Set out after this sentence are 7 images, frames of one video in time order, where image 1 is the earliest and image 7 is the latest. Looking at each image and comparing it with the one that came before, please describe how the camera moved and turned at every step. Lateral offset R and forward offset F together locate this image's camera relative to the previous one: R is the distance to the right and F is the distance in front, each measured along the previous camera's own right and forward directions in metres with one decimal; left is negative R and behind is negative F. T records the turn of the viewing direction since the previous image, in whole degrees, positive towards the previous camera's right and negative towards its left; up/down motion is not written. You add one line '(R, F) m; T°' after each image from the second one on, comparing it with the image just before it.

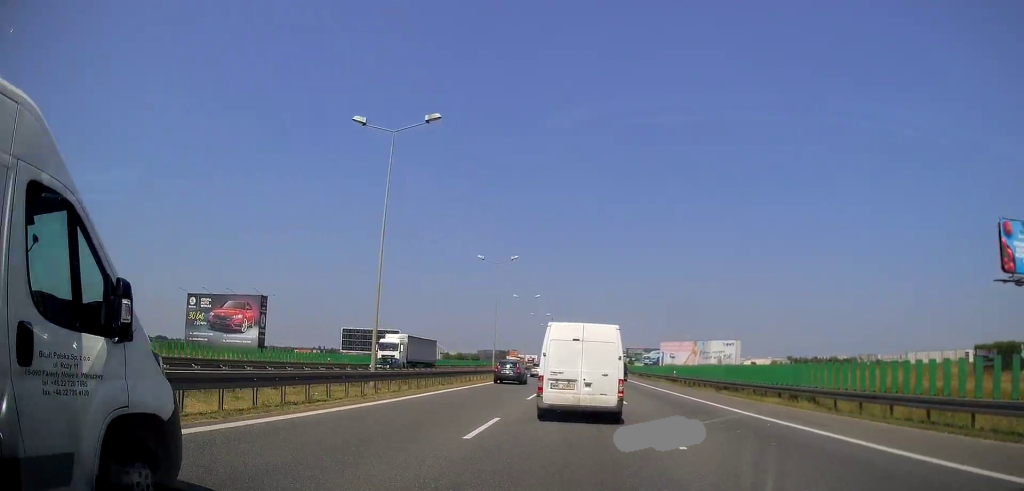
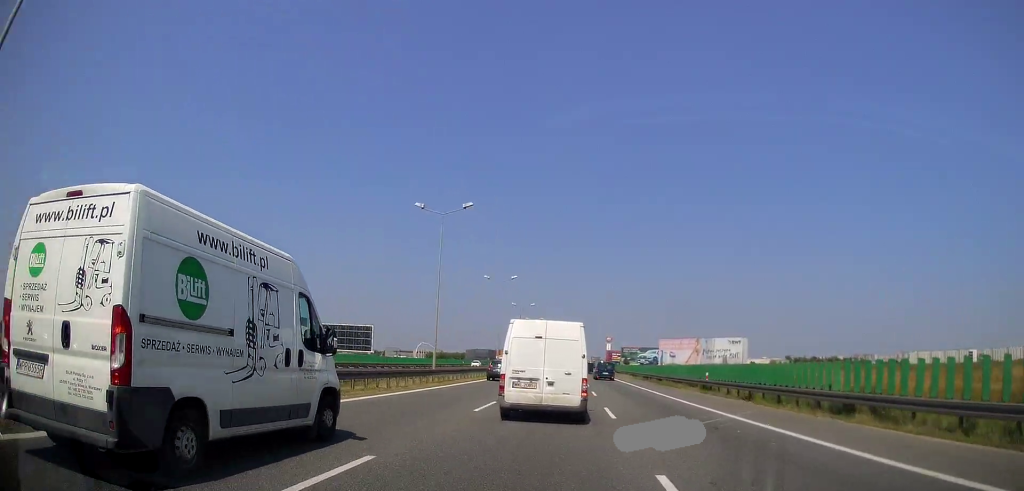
(+0.1, +18.7) m; +1°
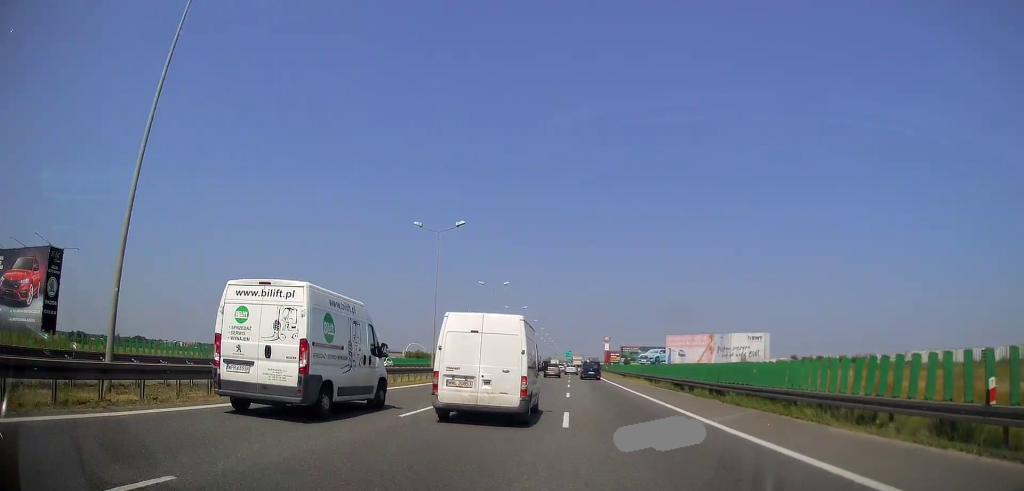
(+0.2, +27.0) m; 0°
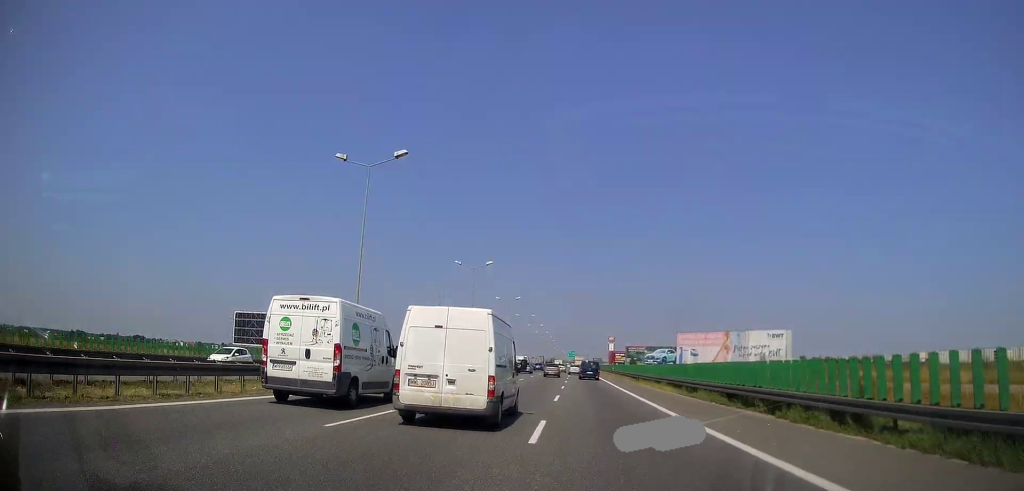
(0.0, +15.2) m; 0°
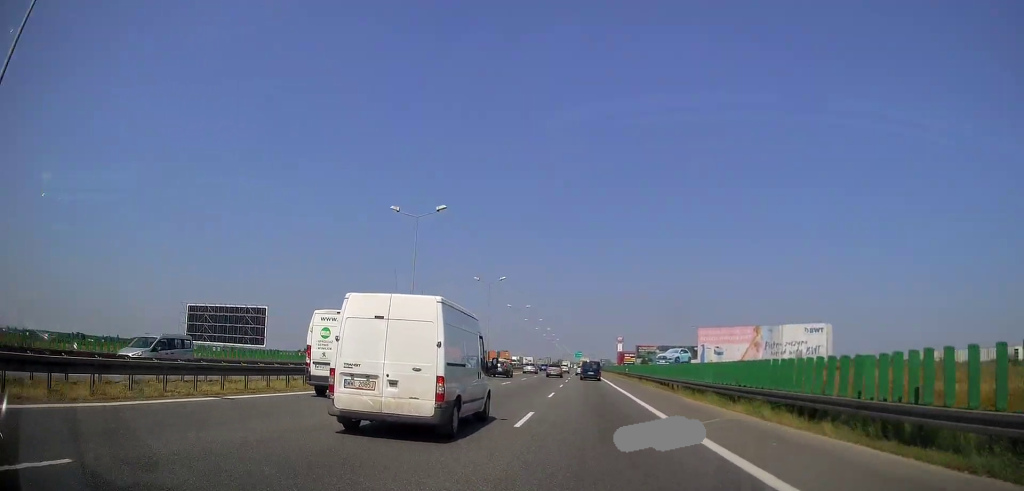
(-0.1, +22.1) m; -1°
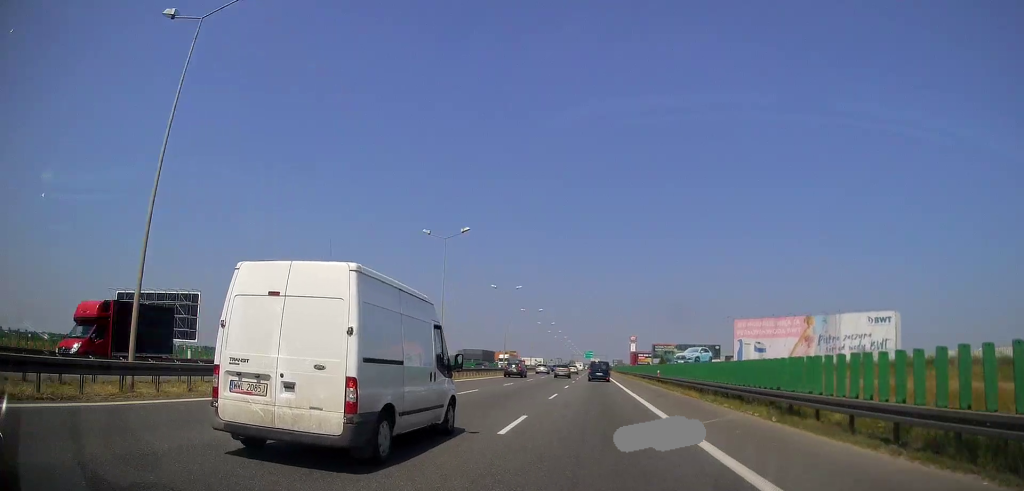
(-0.3, +26.1) m; -1°
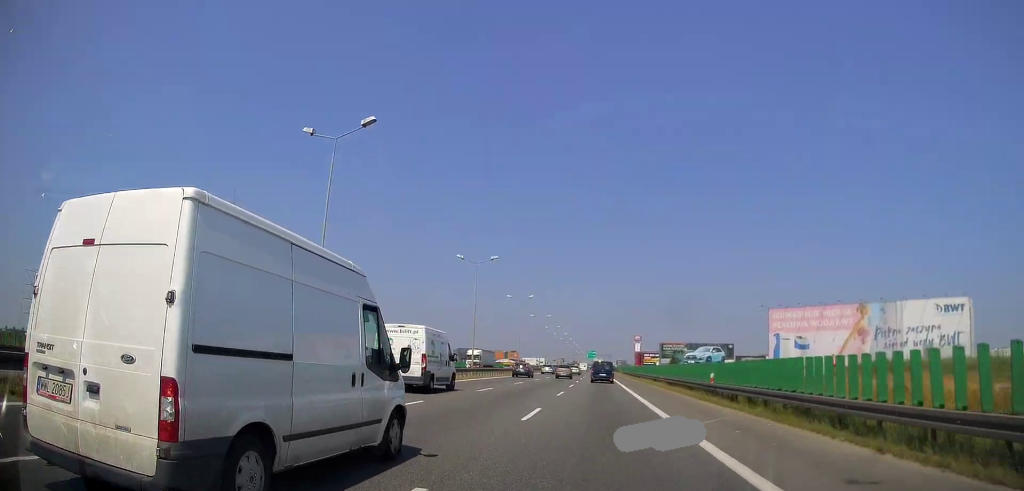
(-0.2, +21.5) m; 0°
